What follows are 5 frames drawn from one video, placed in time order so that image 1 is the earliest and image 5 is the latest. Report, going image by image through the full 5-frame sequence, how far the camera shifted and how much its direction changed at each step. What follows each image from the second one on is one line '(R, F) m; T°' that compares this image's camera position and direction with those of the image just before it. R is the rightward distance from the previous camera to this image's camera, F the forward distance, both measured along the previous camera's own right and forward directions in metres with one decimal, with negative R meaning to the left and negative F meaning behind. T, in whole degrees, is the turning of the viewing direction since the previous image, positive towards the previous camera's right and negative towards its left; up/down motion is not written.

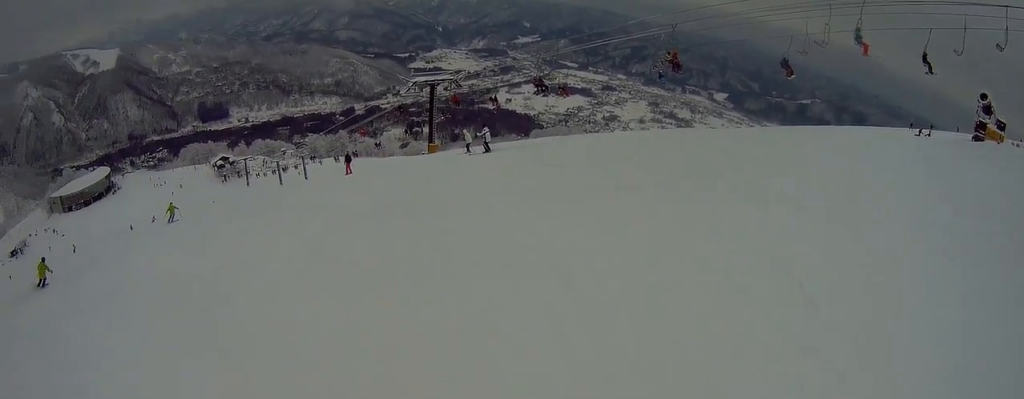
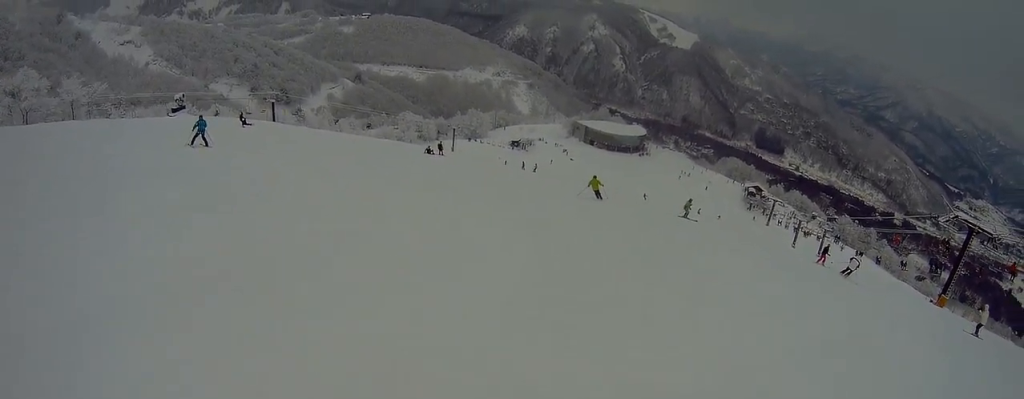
(-4.6, +4.0) m; -85°
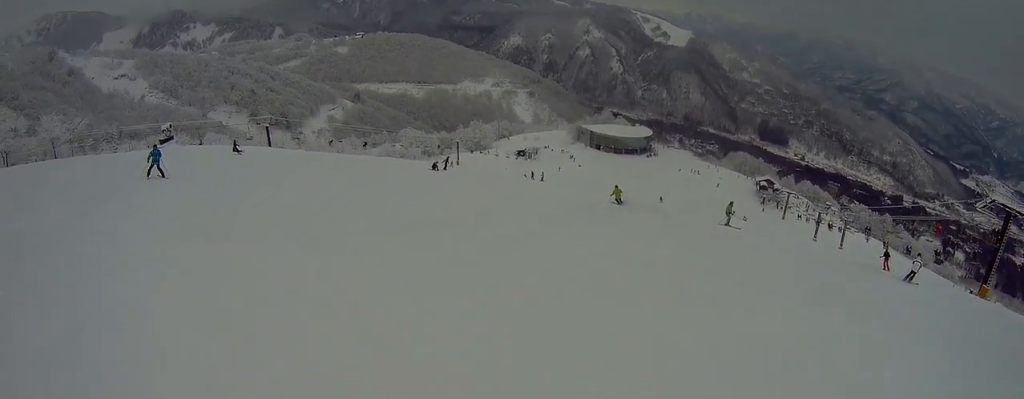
(-0.7, +3.9) m; -19°
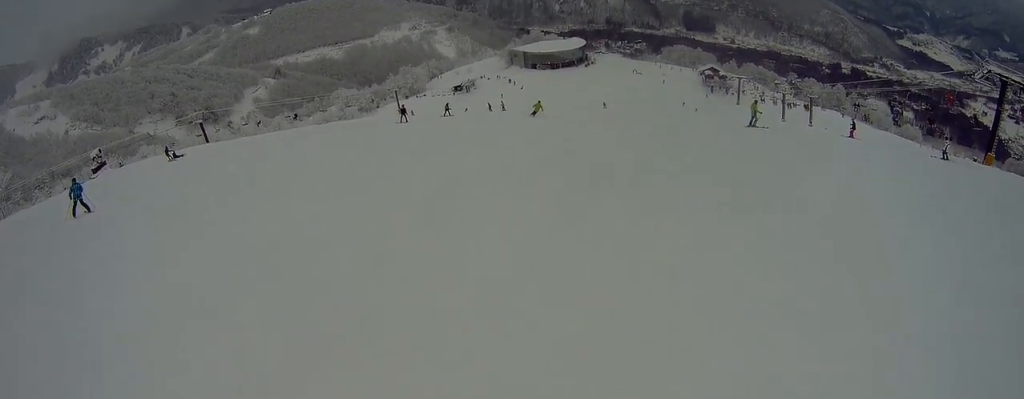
(-1.2, +6.5) m; +2°
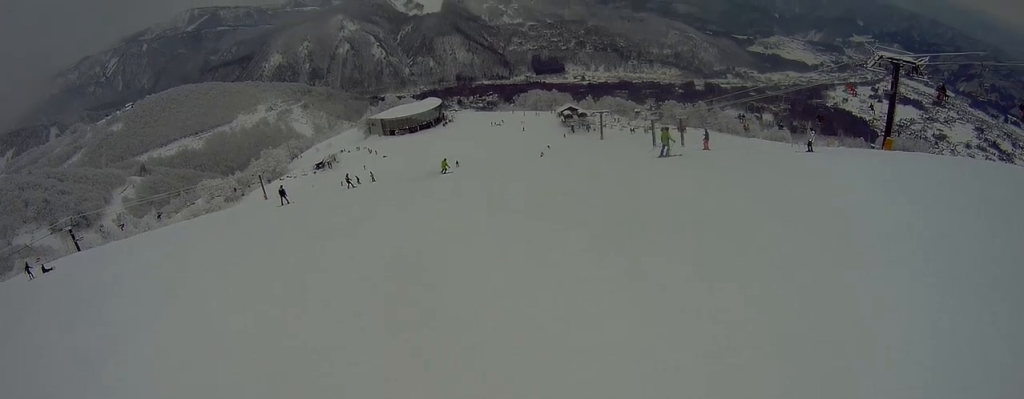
(+0.7, +3.4) m; +41°
